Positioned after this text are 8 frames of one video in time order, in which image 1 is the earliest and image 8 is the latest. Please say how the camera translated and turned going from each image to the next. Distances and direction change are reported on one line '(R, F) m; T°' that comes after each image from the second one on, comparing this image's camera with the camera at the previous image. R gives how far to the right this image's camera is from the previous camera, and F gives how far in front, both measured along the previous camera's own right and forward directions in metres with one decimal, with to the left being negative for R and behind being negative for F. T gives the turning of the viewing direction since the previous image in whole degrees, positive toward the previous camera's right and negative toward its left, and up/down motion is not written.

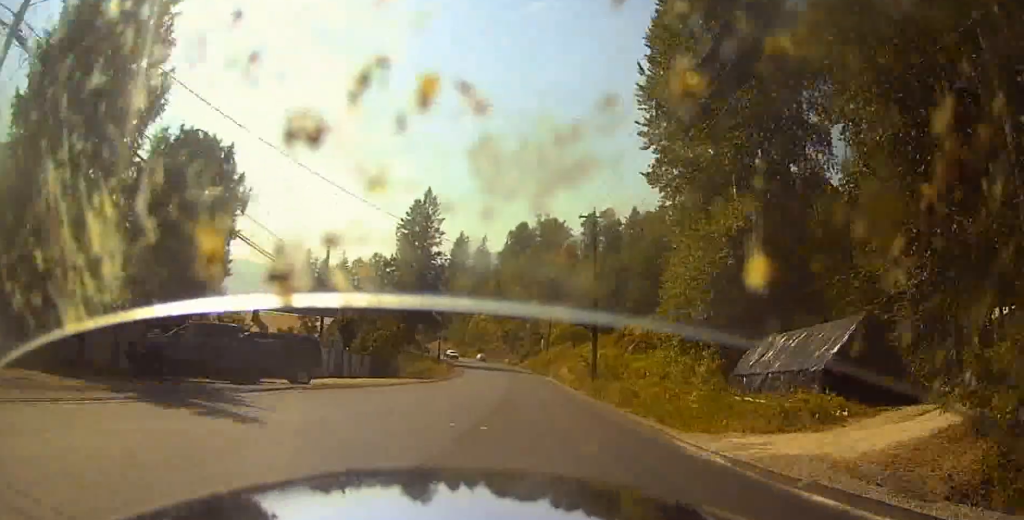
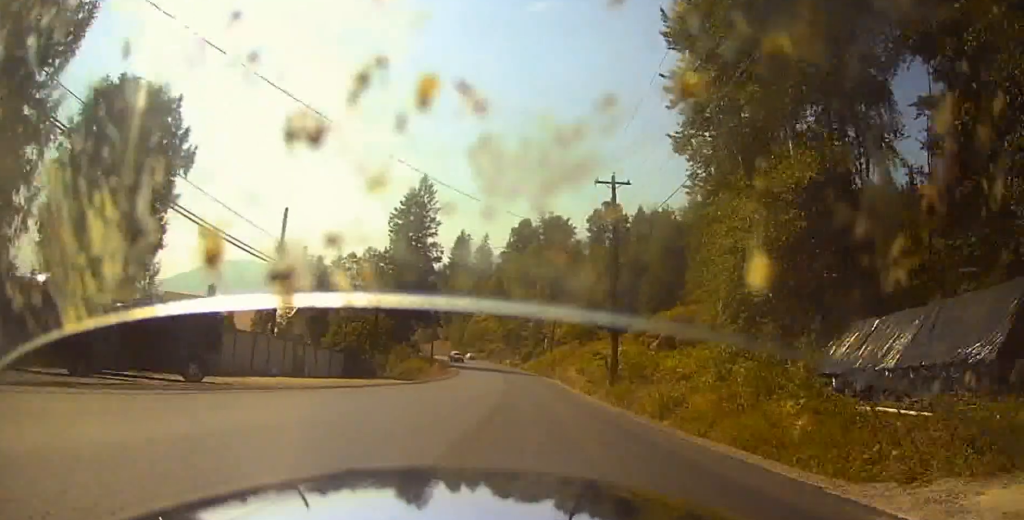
(+0.1, +8.6) m; 0°
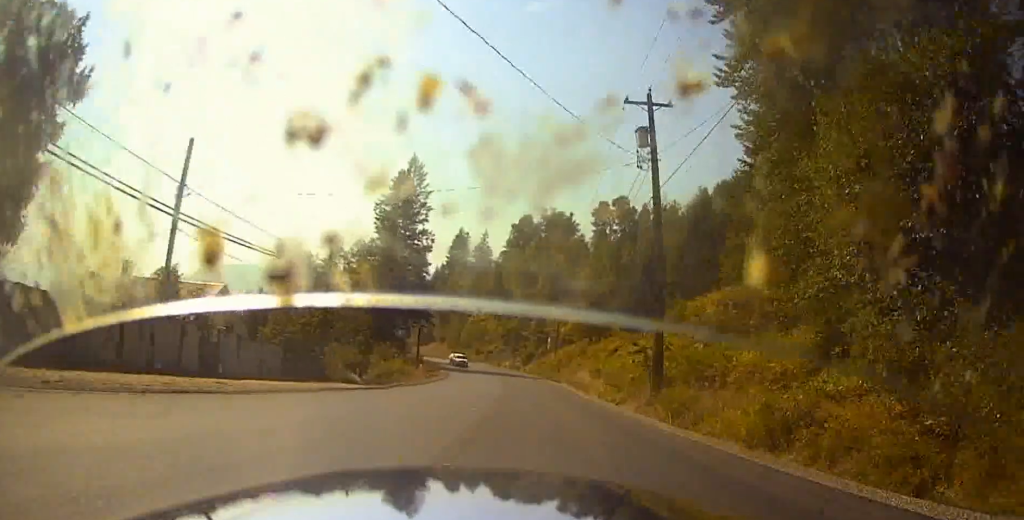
(+0.1, +11.1) m; +1°
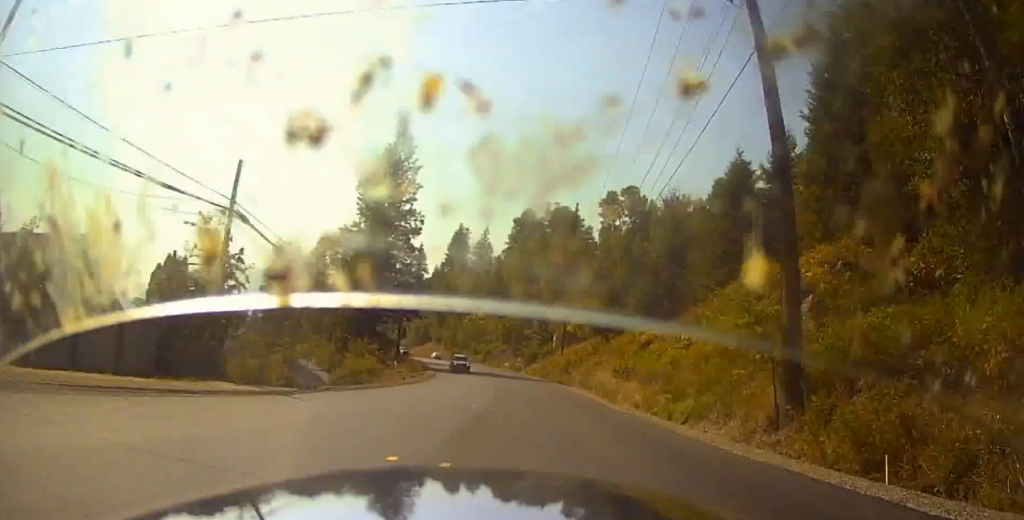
(0.0, +10.9) m; 0°
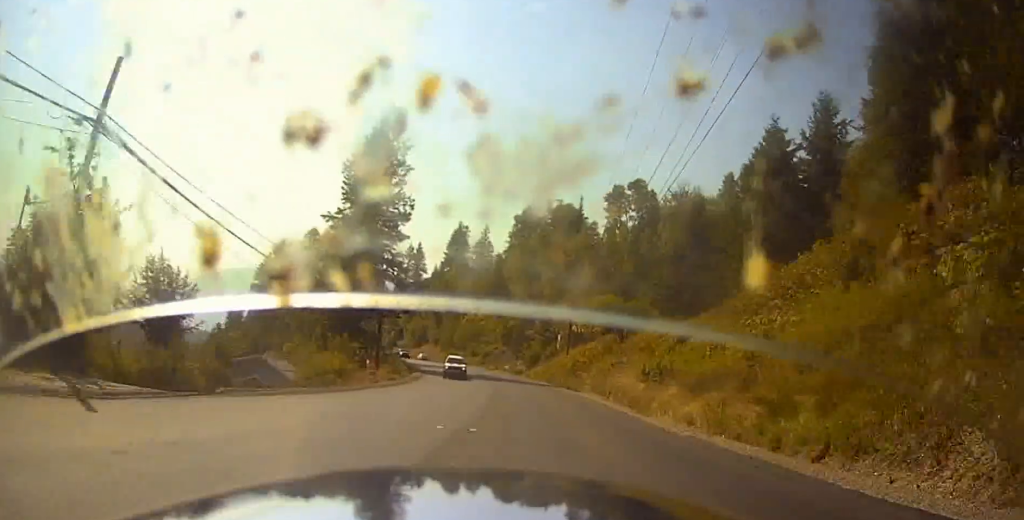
(0.0, +7.5) m; 0°
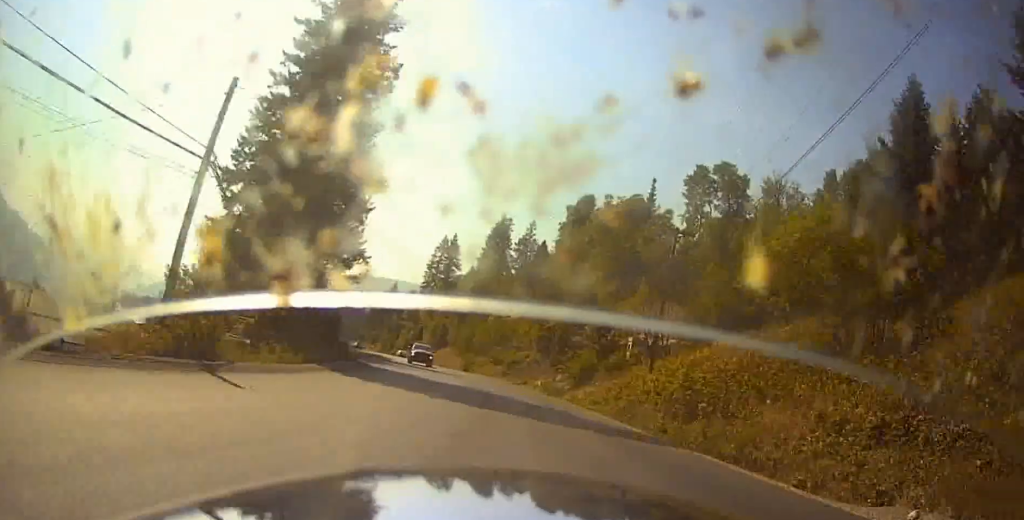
(+5.0, +33.2) m; +7°
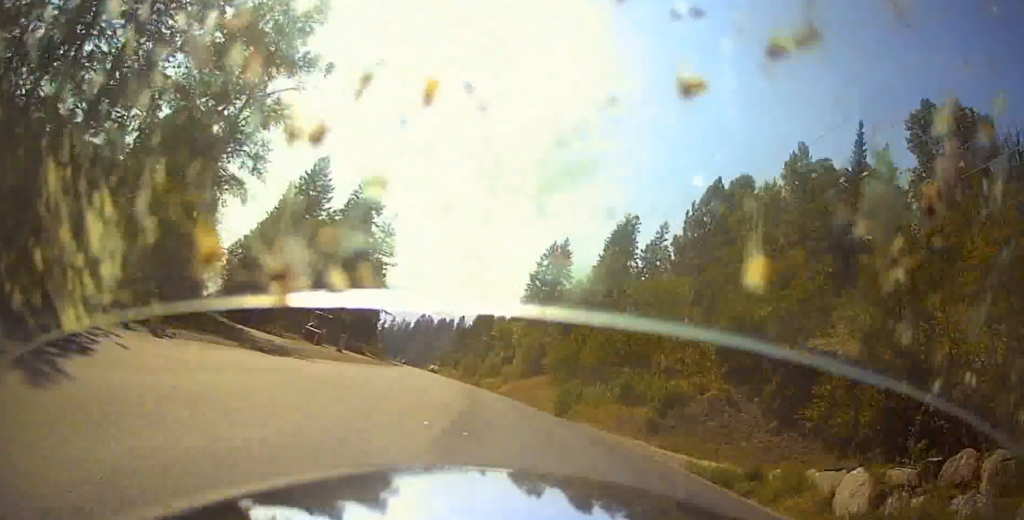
(-12.8, +46.8) m; -25°
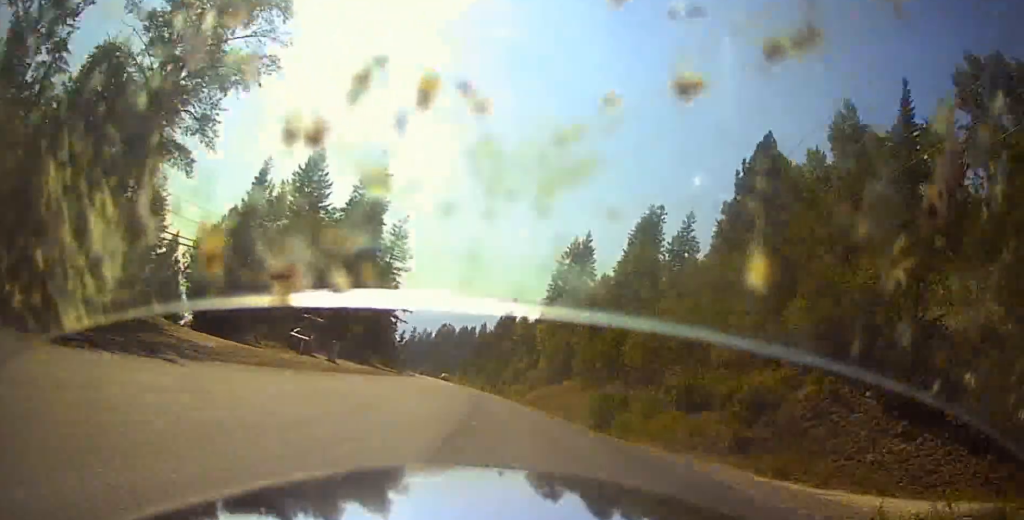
(-0.9, +10.5) m; -2°
